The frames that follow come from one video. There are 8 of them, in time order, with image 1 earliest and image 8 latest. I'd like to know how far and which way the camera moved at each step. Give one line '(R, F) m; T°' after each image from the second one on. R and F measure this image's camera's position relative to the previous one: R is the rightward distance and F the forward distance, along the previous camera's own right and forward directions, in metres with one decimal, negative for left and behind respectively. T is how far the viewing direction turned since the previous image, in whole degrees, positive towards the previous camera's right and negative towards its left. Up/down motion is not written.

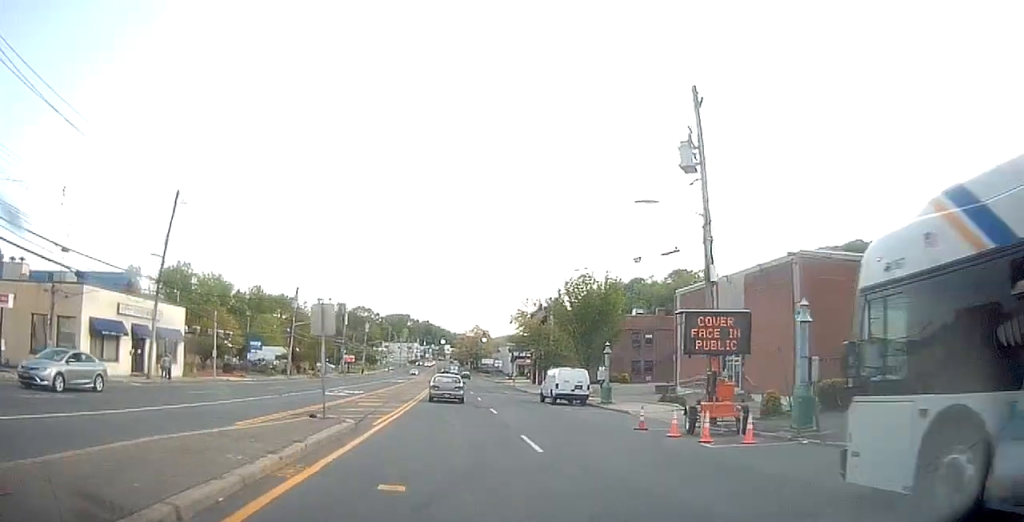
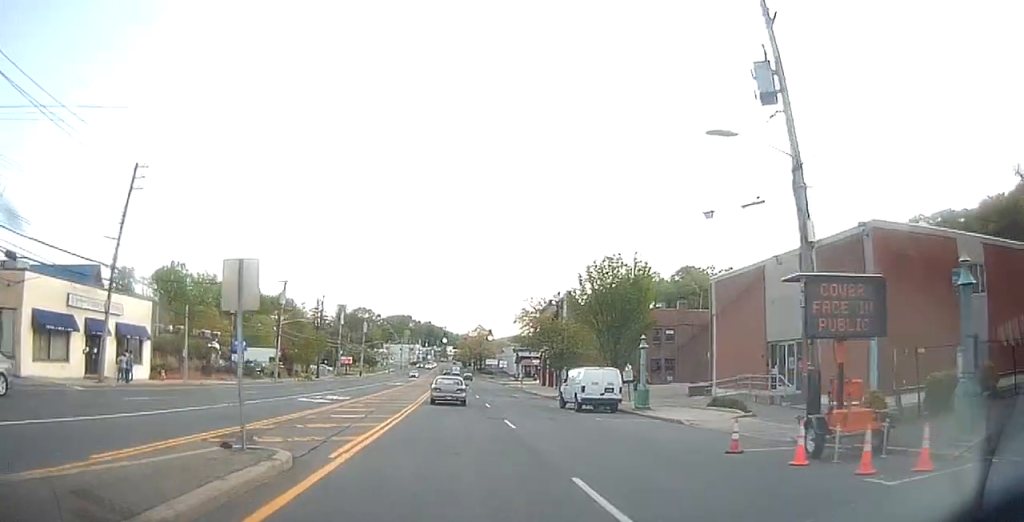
(+0.1, +6.1) m; 0°
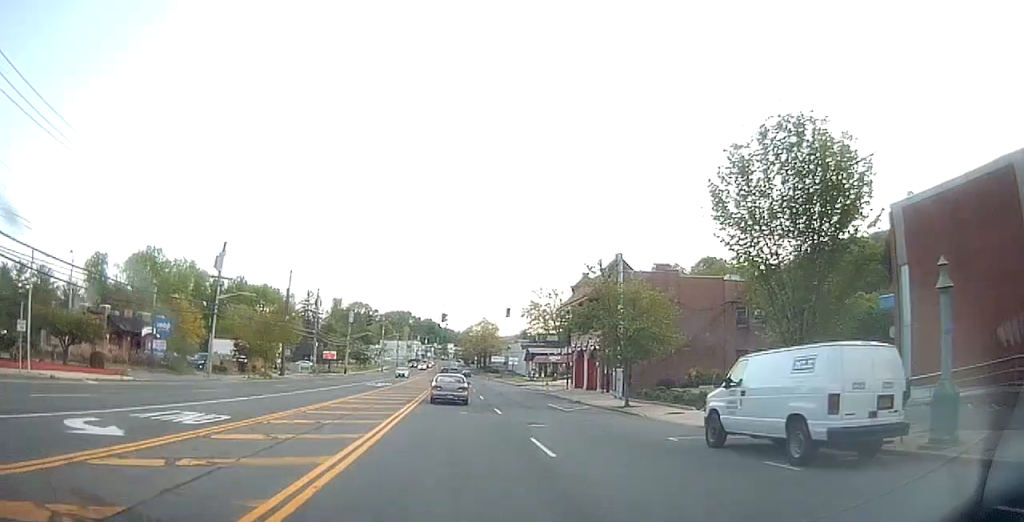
(+0.2, +18.9) m; +1°
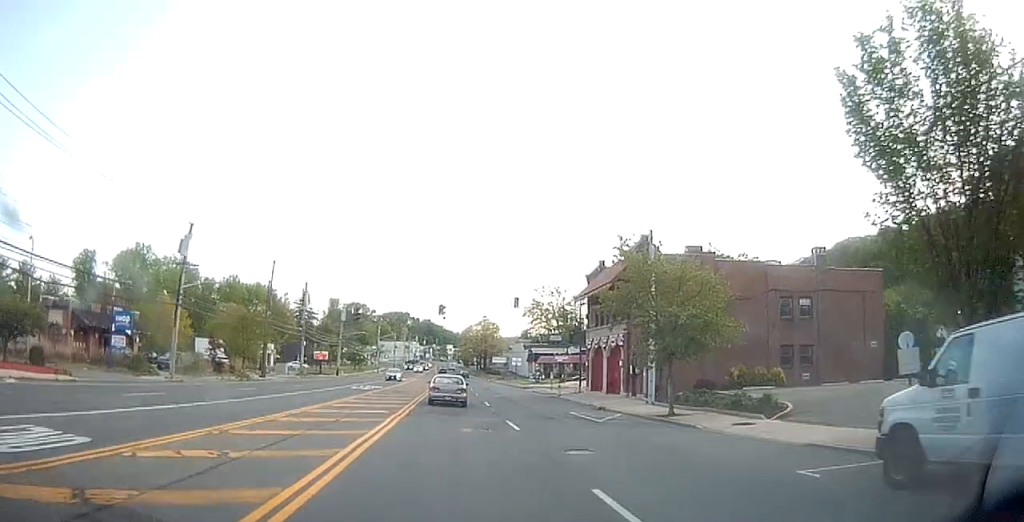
(0.0, +6.4) m; 0°
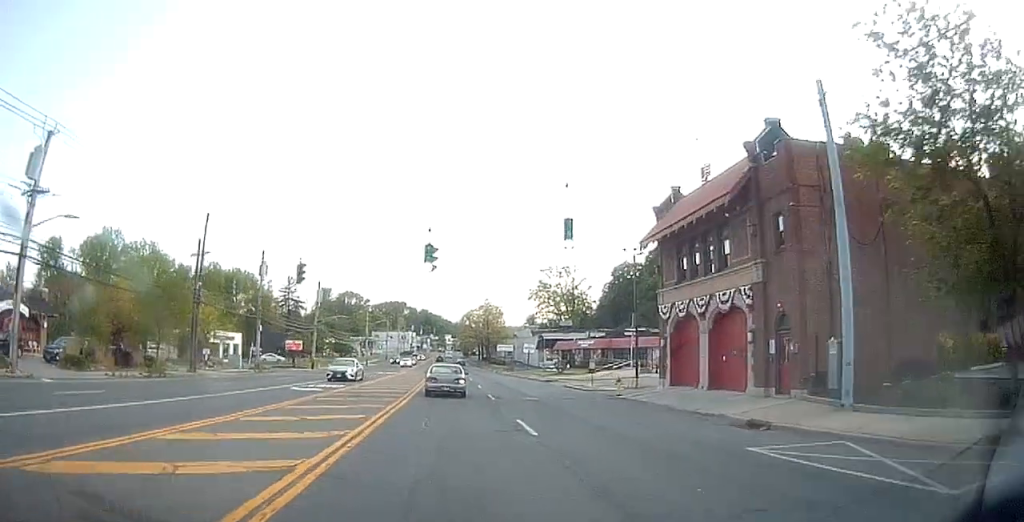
(+0.1, +17.1) m; 0°
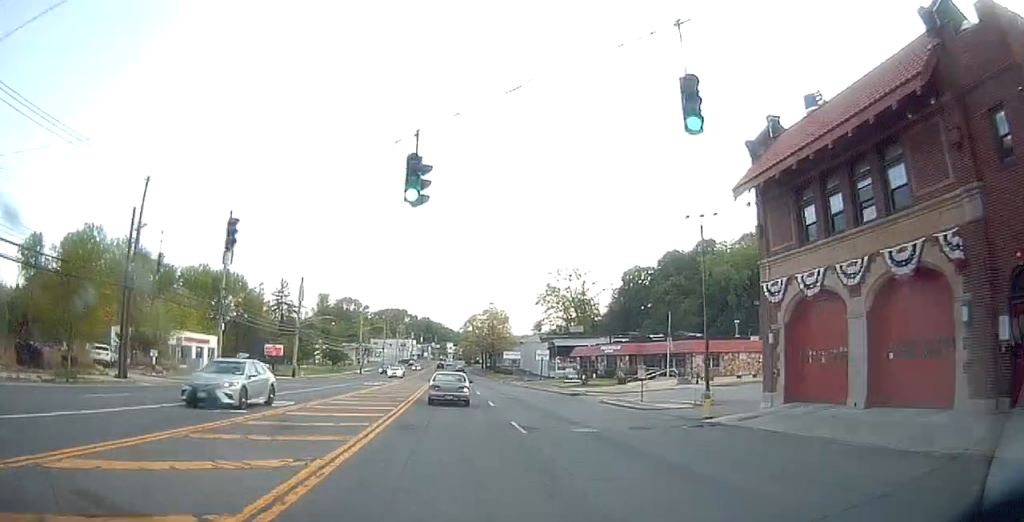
(-0.1, +10.7) m; 0°
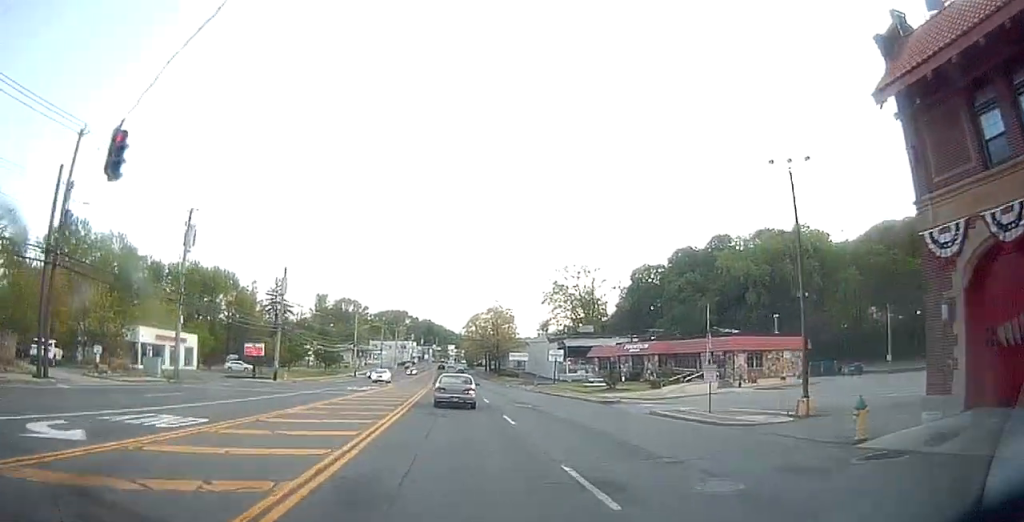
(0.0, +8.4) m; 0°
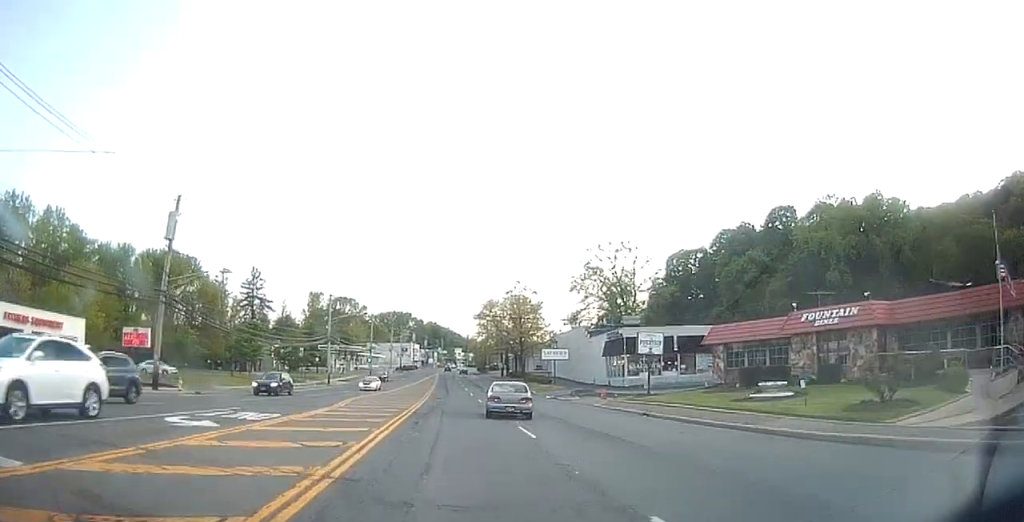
(-0.3, +29.1) m; -2°
